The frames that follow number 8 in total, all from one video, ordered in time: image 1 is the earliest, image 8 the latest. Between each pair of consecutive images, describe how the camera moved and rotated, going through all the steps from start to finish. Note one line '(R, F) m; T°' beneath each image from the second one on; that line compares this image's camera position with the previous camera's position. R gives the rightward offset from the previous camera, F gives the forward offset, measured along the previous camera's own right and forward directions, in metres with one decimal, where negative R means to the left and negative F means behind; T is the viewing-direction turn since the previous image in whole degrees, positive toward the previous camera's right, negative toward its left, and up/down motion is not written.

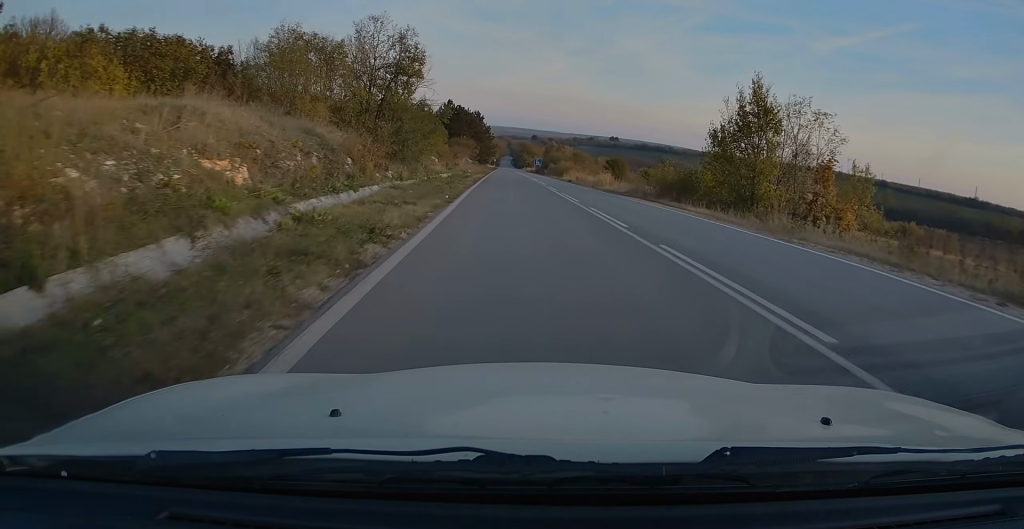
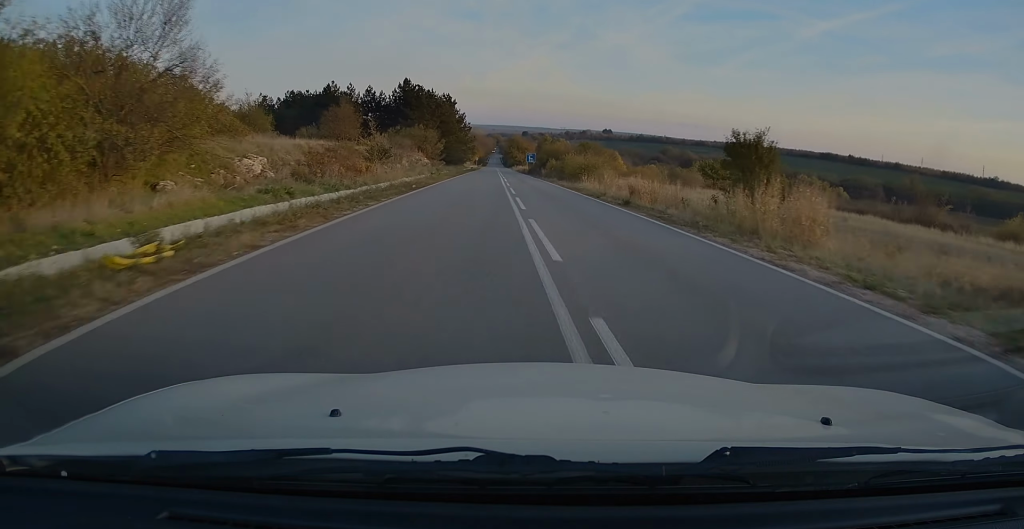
(+1.2, +41.6) m; +2°
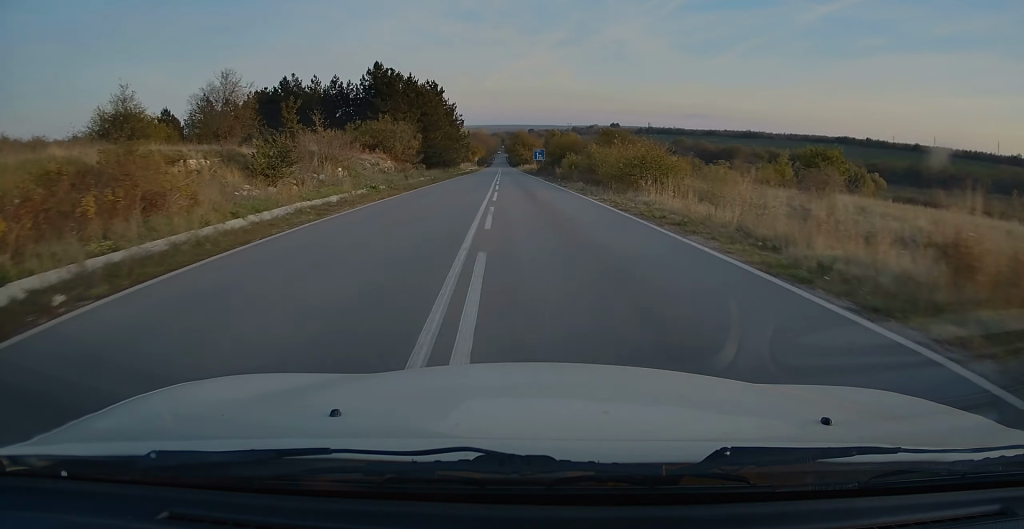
(-0.3, +23.4) m; -1°
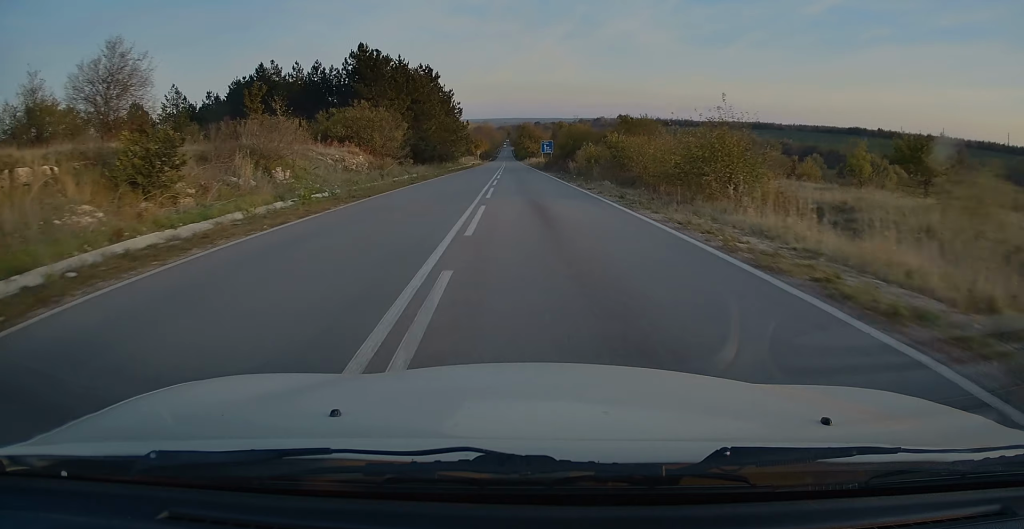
(0.0, +10.8) m; 0°
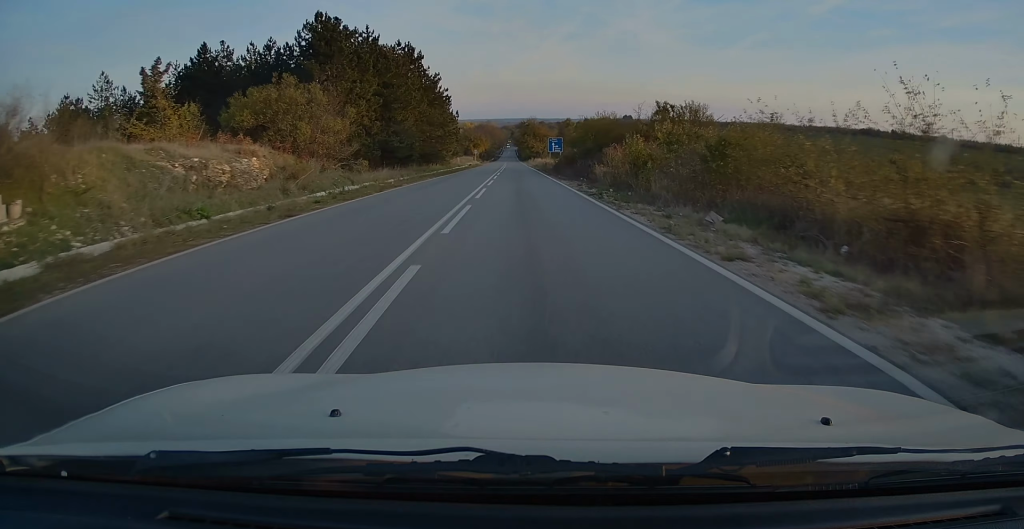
(0.0, +17.6) m; 0°
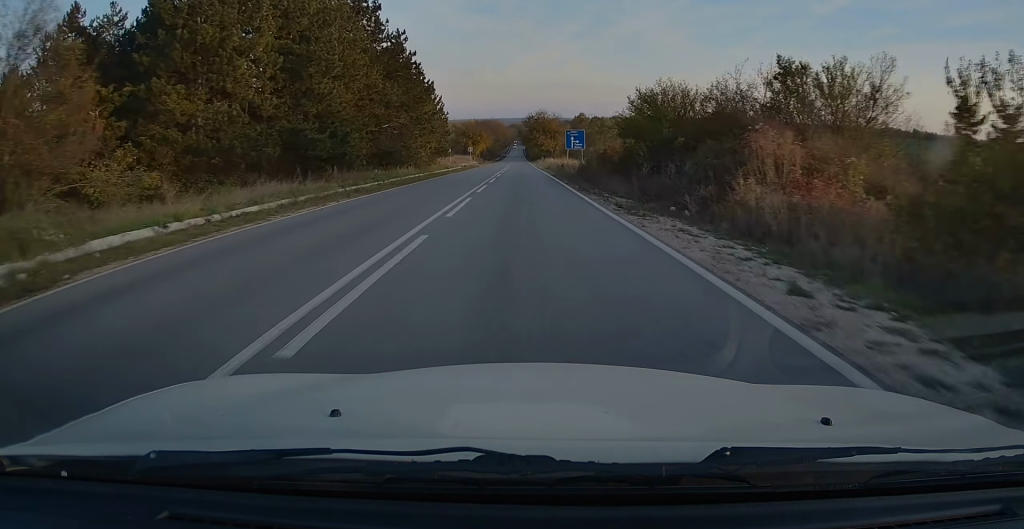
(-0.1, +24.5) m; 0°
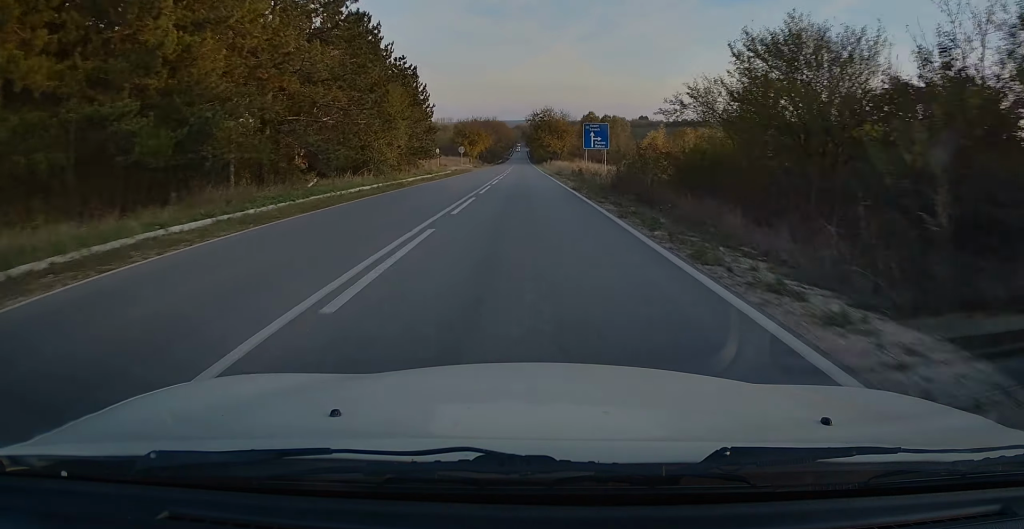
(+0.1, +17.1) m; 0°
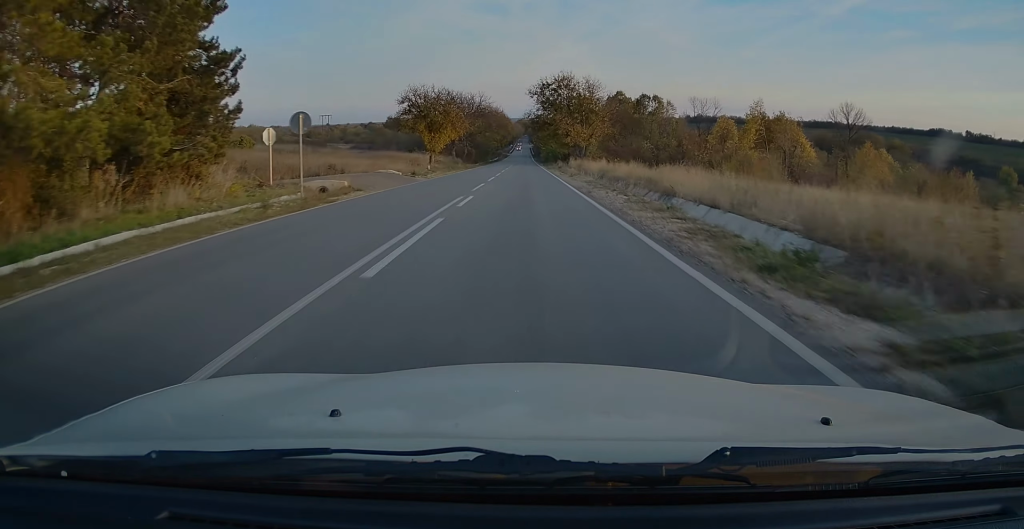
(-0.2, +52.5) m; 0°
